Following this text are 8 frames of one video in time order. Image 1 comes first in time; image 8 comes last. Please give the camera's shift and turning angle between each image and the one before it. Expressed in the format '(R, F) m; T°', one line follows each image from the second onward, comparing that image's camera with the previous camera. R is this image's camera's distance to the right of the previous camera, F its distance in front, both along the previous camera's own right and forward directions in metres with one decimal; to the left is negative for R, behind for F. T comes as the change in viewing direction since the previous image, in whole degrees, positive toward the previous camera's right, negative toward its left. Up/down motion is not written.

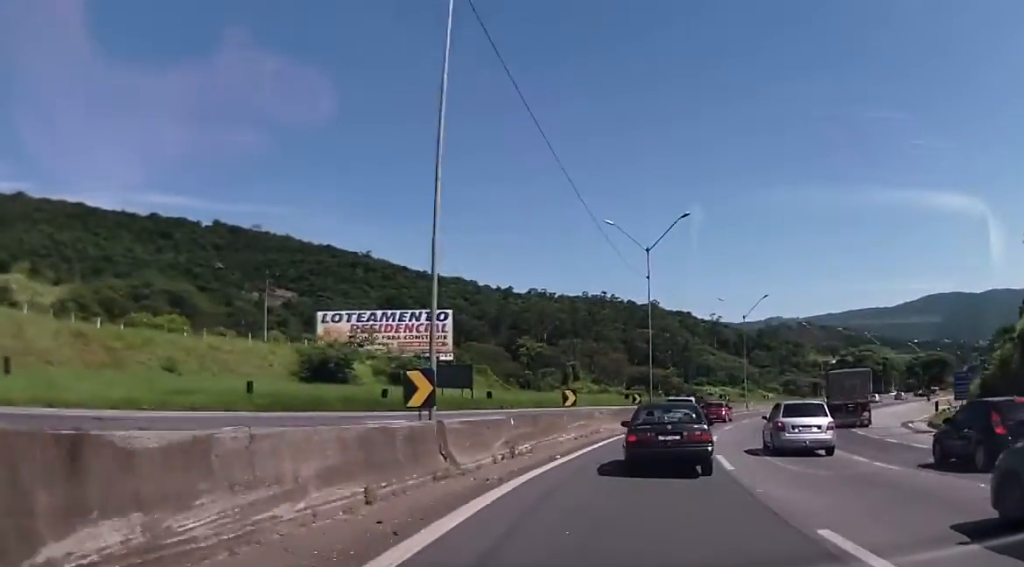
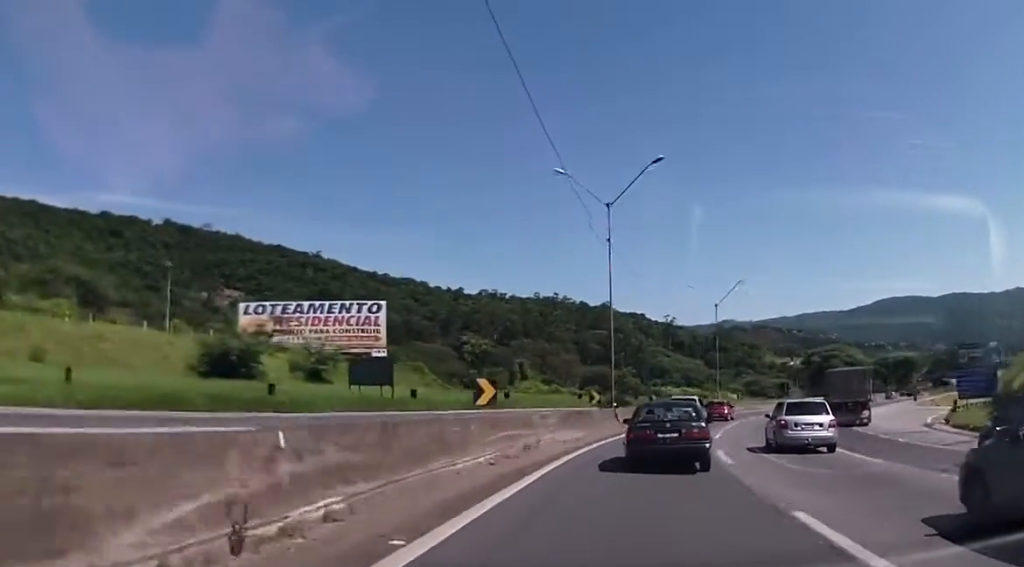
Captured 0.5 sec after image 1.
(+0.3, +11.2) m; +4°
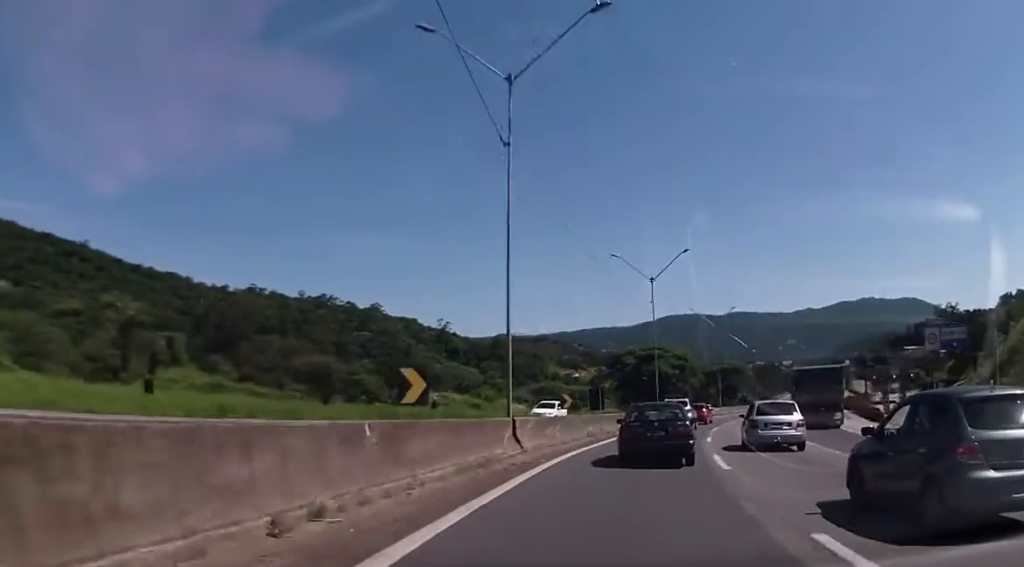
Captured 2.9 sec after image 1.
(+7.0, +50.1) m; +16°
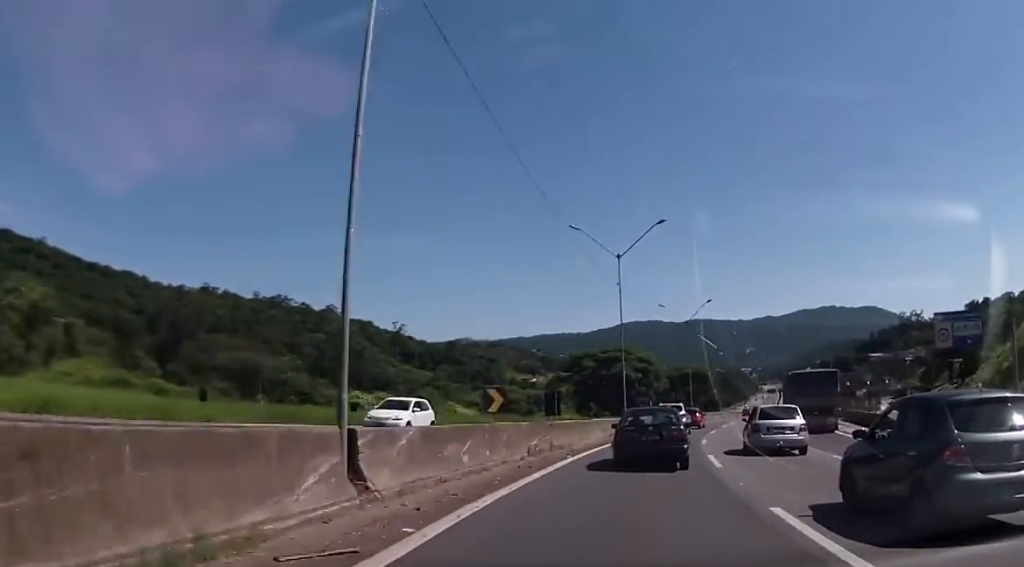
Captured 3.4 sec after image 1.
(+0.1, +10.0) m; +3°
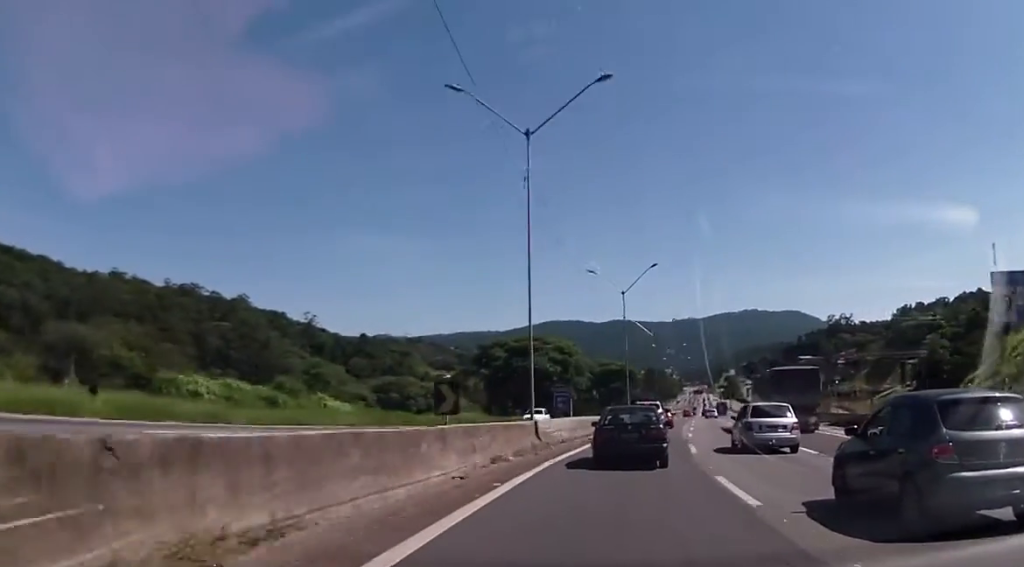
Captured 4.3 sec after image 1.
(+1.1, +19.9) m; +6°
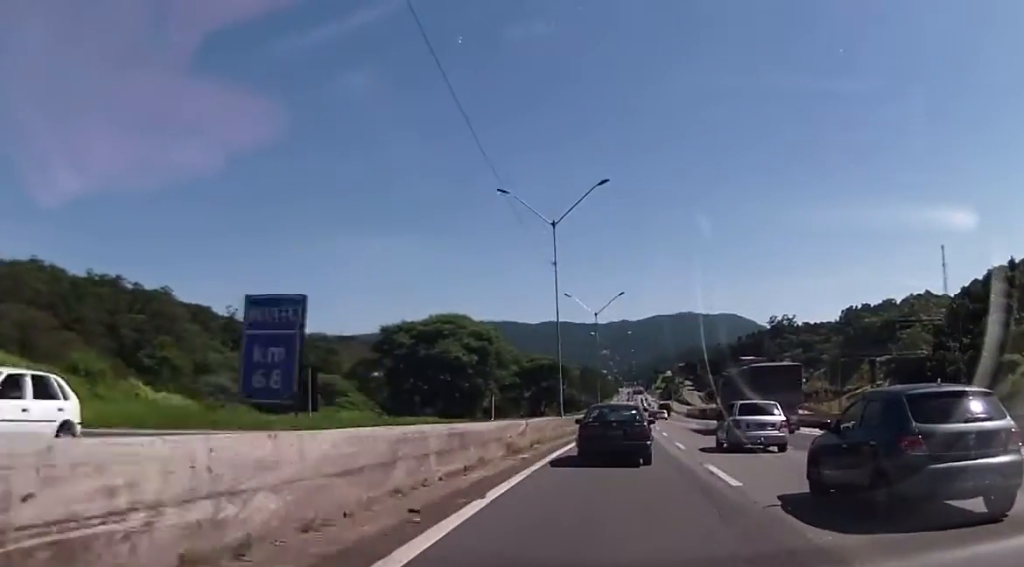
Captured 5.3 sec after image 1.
(+1.2, +22.5) m; +6°
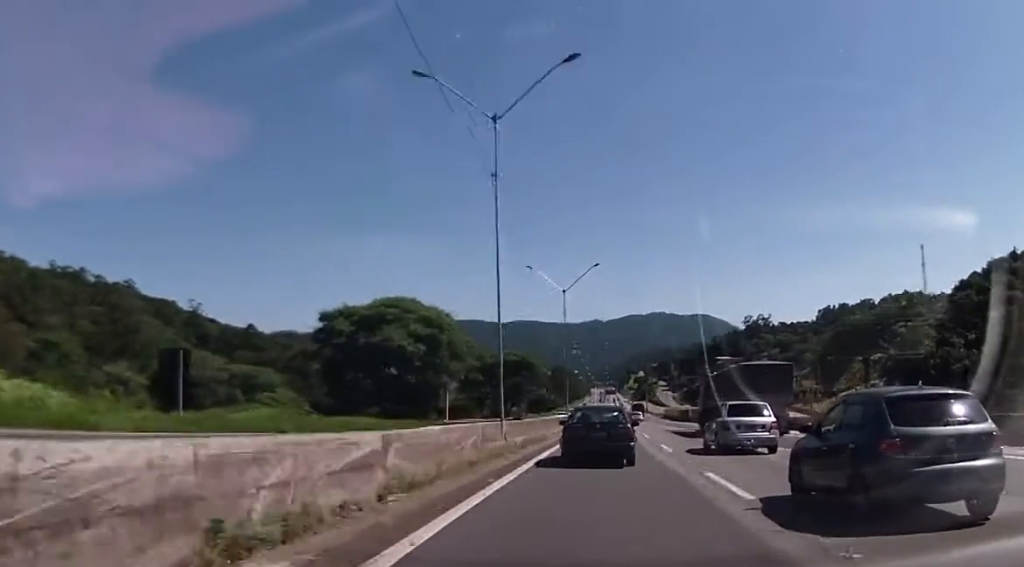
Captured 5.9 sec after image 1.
(+0.4, +13.7) m; +3°
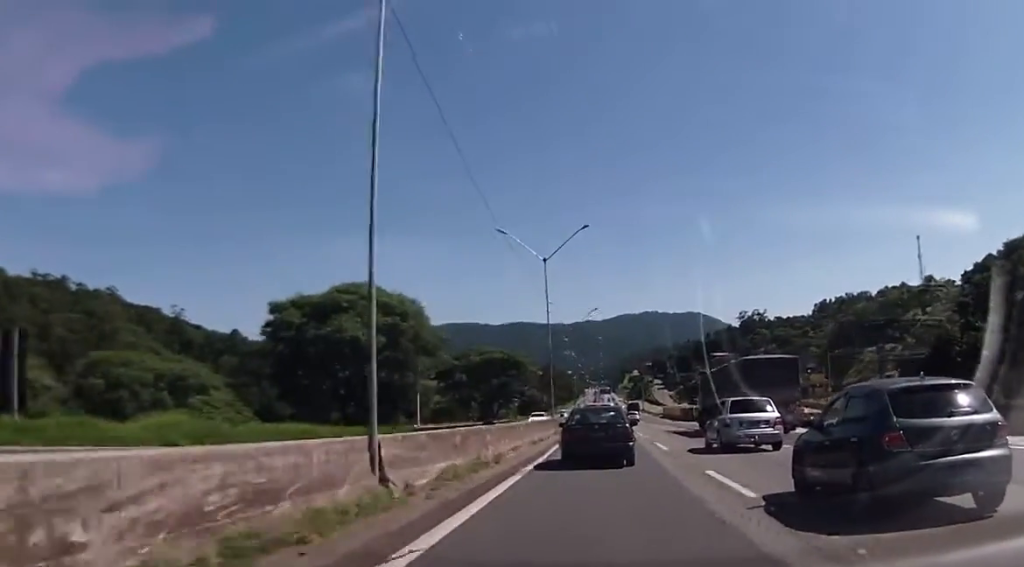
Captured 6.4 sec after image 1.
(+0.1, +12.3) m; +2°
